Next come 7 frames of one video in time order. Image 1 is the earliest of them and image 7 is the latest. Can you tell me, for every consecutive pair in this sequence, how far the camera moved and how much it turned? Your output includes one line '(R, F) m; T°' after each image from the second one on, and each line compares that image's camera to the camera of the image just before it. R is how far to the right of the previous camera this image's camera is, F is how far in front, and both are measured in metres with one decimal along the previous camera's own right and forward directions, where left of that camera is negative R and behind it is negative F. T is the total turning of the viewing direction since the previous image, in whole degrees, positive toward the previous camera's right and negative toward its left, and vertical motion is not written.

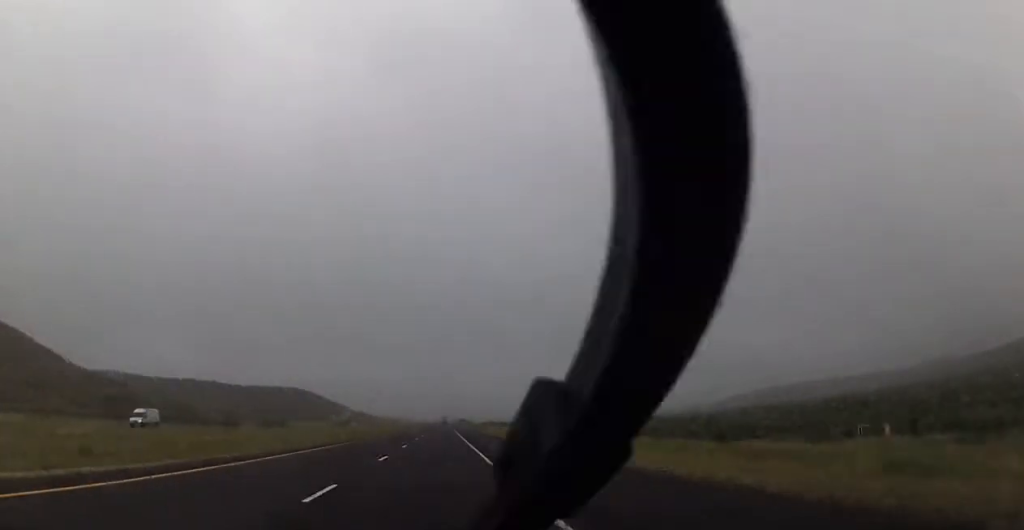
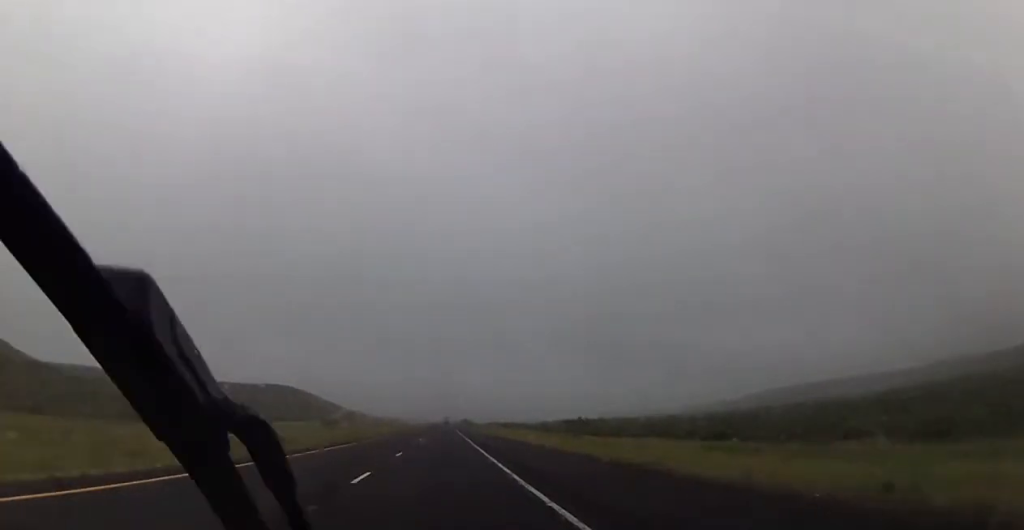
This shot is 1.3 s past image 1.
(0.0, +44.9) m; 0°
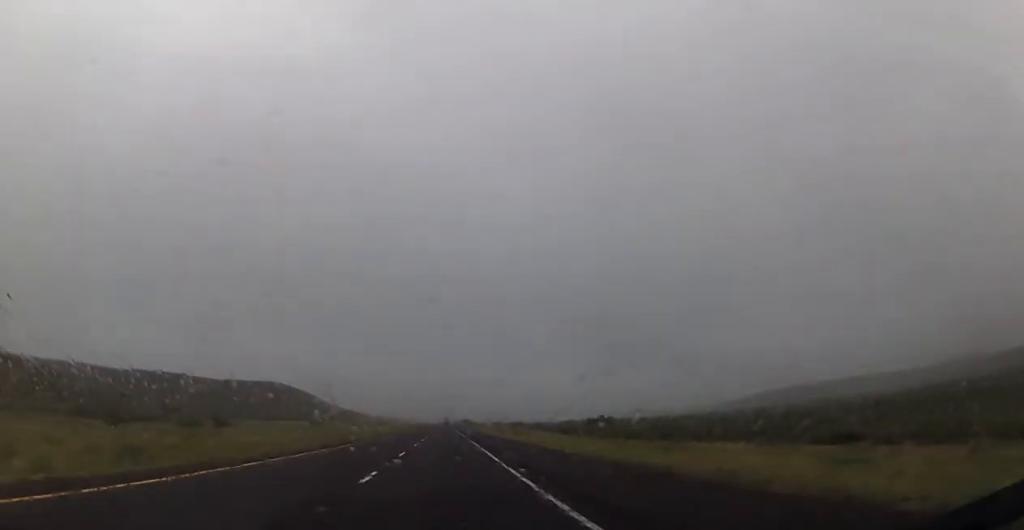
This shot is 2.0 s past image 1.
(0.0, +24.2) m; 0°
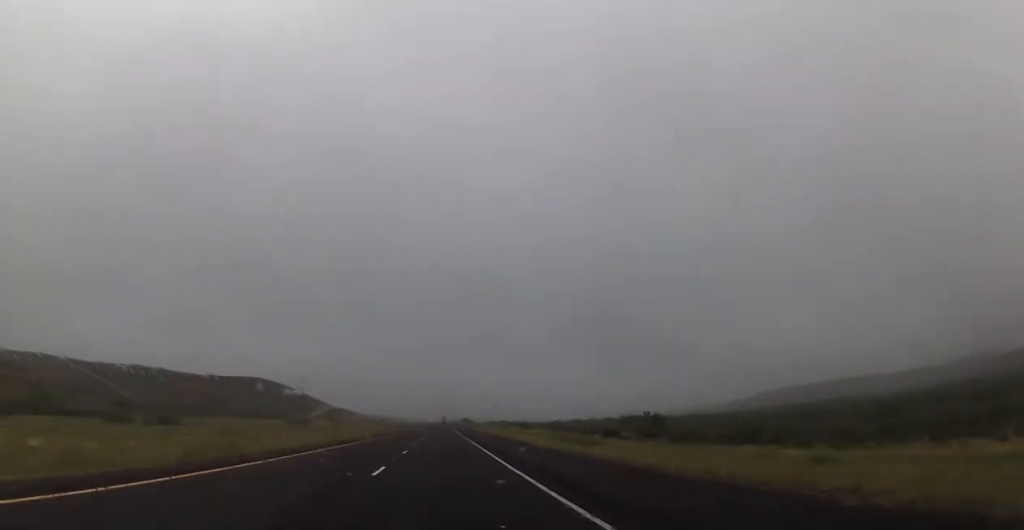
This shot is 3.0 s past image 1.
(0.0, +34.6) m; 0°
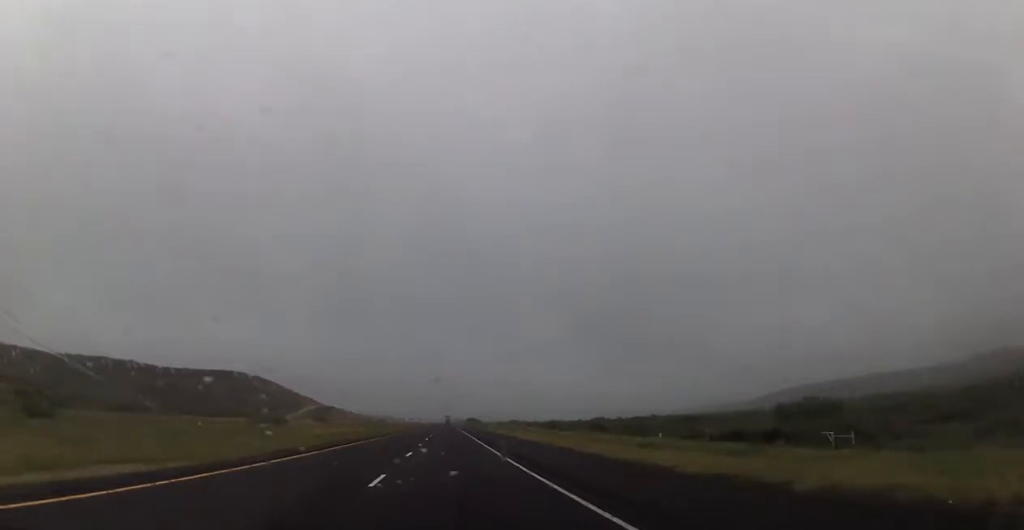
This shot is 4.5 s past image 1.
(-0.5, +51.8) m; 0°
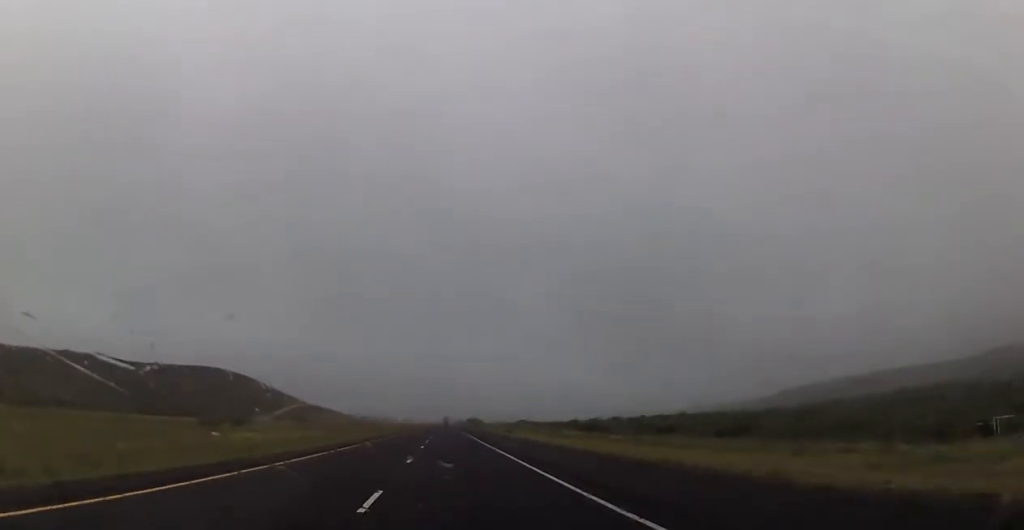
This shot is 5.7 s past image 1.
(+0.3, +40.4) m; 0°
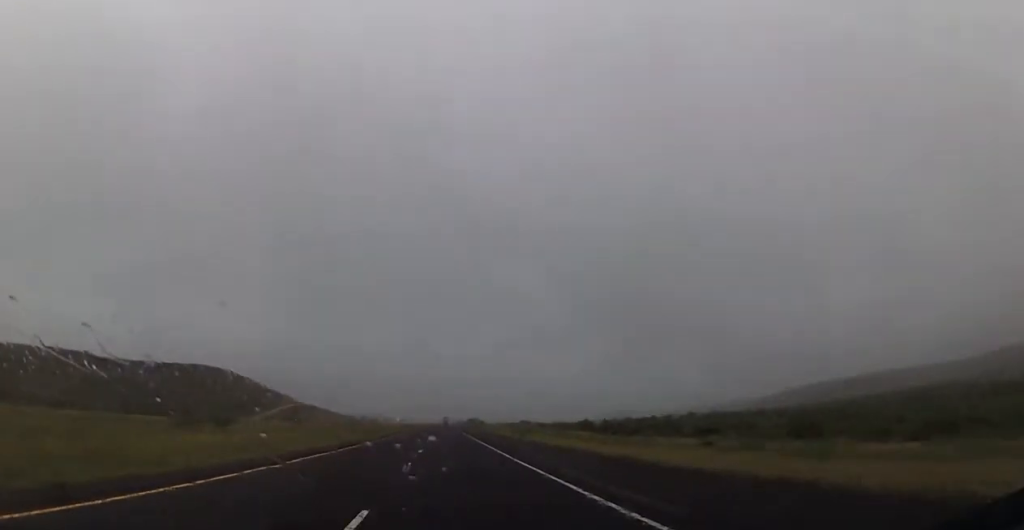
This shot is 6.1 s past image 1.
(0.0, +15.1) m; 0°
